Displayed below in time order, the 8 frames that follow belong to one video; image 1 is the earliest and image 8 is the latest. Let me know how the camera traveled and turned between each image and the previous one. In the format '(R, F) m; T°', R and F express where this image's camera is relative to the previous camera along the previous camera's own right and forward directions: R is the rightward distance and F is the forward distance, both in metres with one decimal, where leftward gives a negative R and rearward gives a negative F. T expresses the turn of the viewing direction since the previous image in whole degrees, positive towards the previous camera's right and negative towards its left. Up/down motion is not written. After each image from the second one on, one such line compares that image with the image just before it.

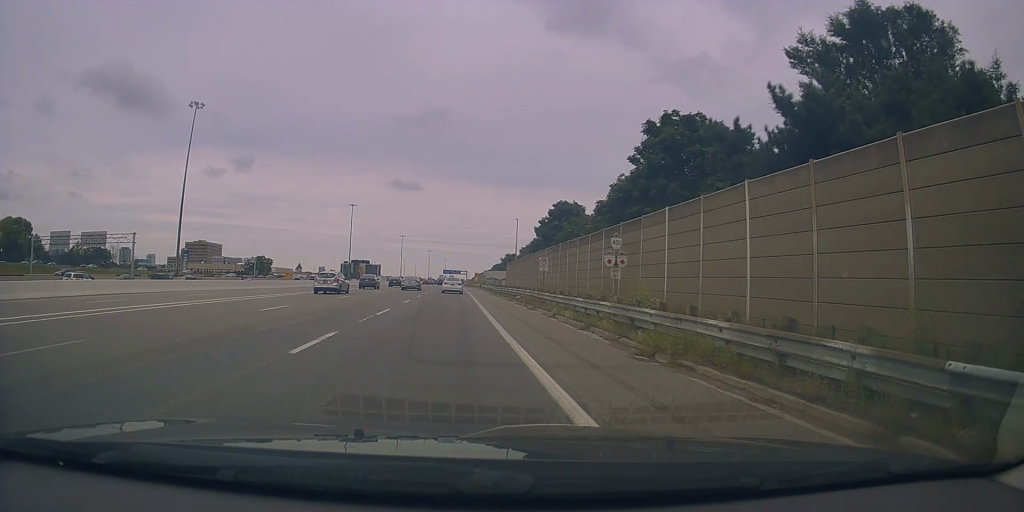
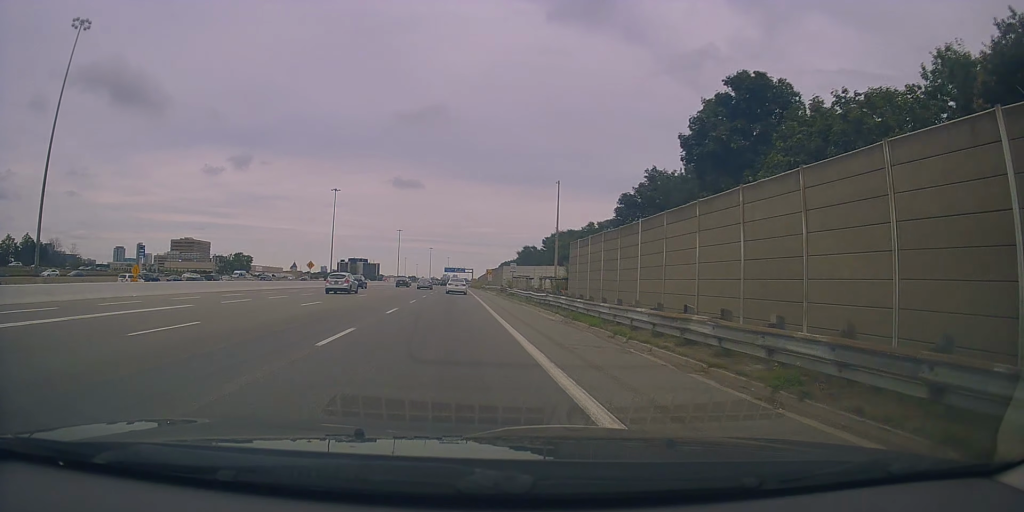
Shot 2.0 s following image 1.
(-0.1, +45.5) m; 0°
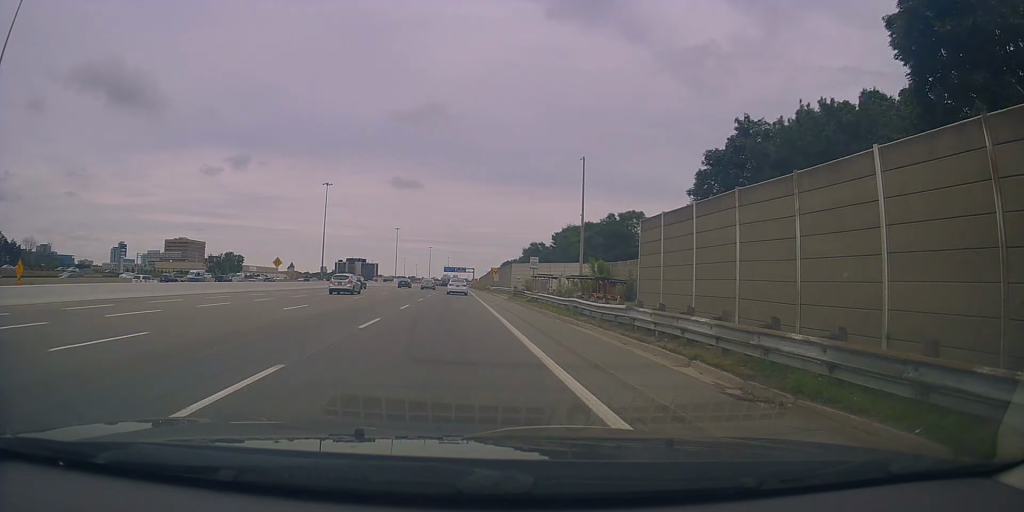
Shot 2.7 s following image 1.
(-0.1, +14.8) m; 0°
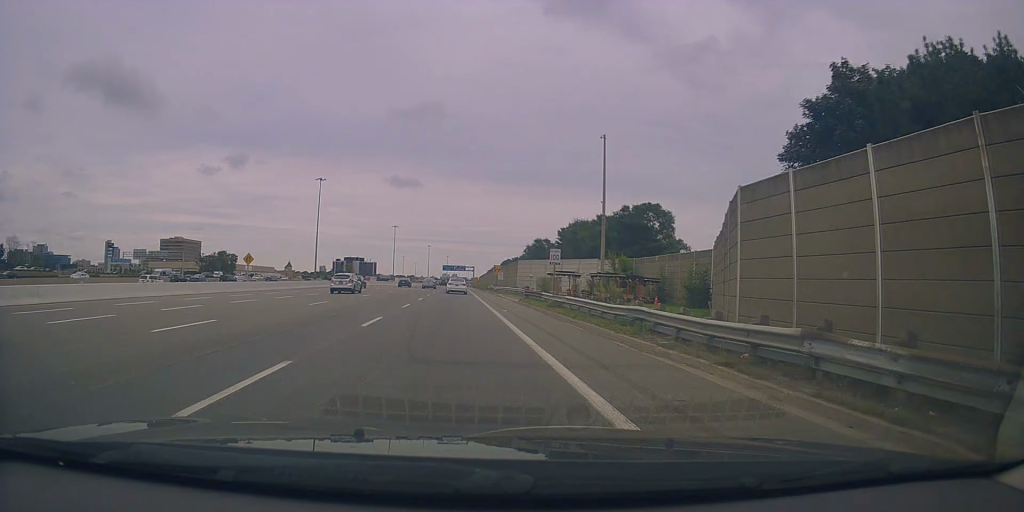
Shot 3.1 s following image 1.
(-0.3, +8.9) m; 0°
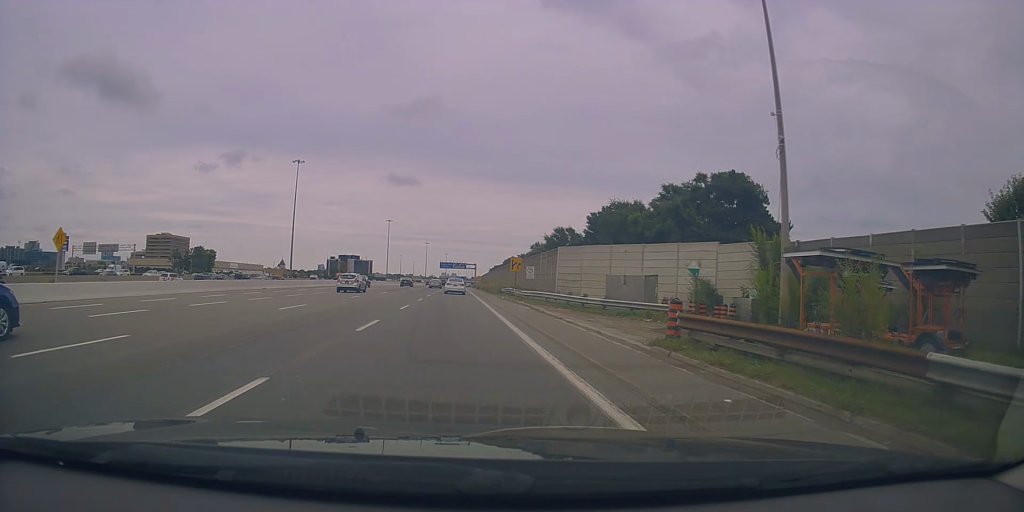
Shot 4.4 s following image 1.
(+0.3, +29.0) m; +1°
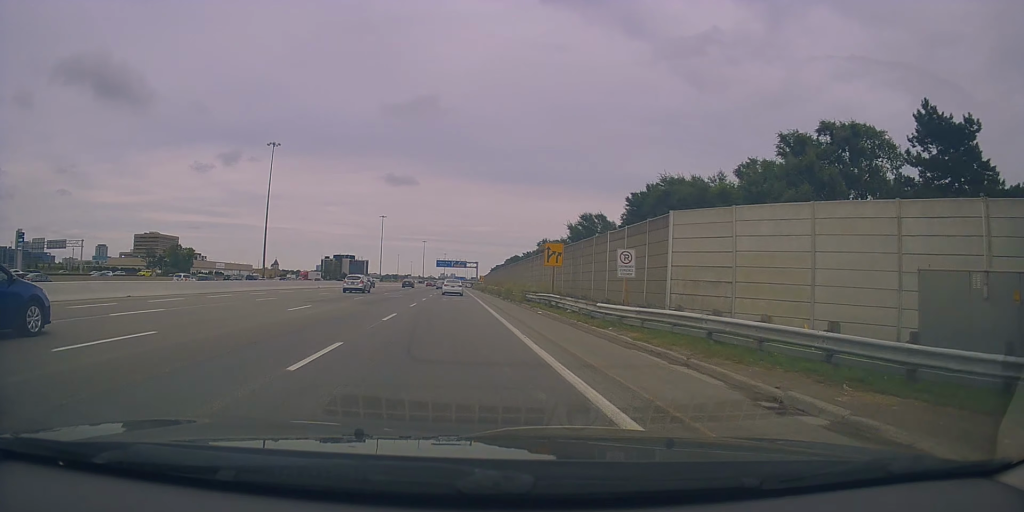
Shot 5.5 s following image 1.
(+0.1, +23.8) m; +1°
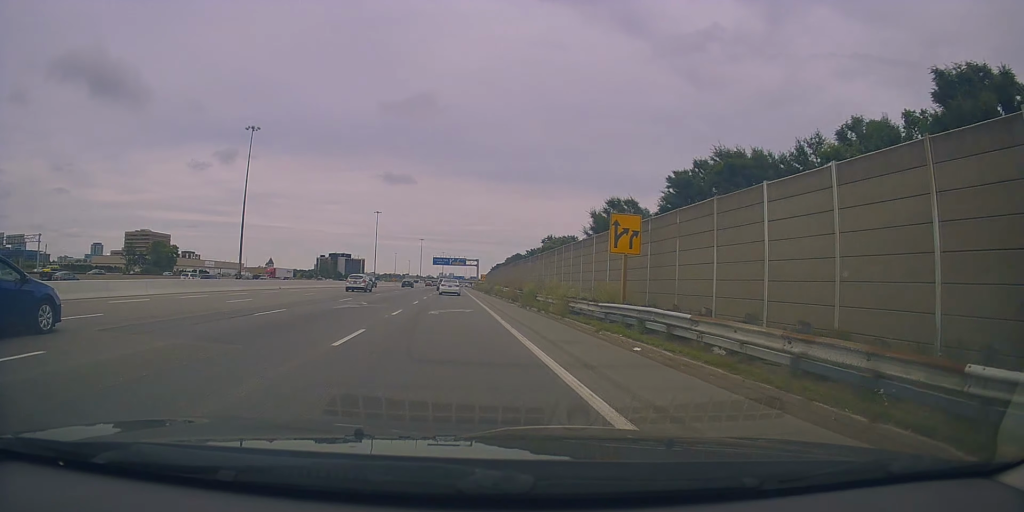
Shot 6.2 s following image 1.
(+0.5, +15.8) m; -1°
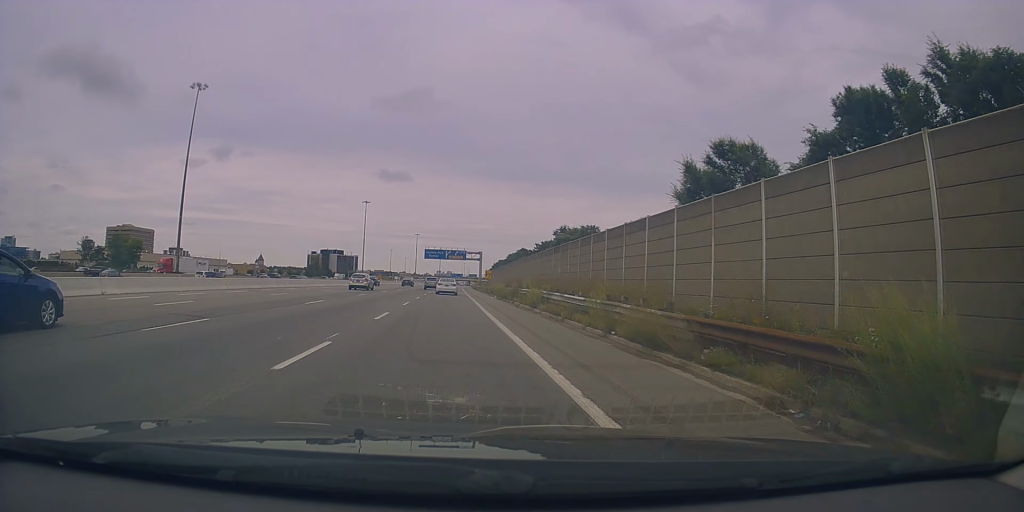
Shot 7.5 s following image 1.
(-1.0, +30.6) m; -1°
